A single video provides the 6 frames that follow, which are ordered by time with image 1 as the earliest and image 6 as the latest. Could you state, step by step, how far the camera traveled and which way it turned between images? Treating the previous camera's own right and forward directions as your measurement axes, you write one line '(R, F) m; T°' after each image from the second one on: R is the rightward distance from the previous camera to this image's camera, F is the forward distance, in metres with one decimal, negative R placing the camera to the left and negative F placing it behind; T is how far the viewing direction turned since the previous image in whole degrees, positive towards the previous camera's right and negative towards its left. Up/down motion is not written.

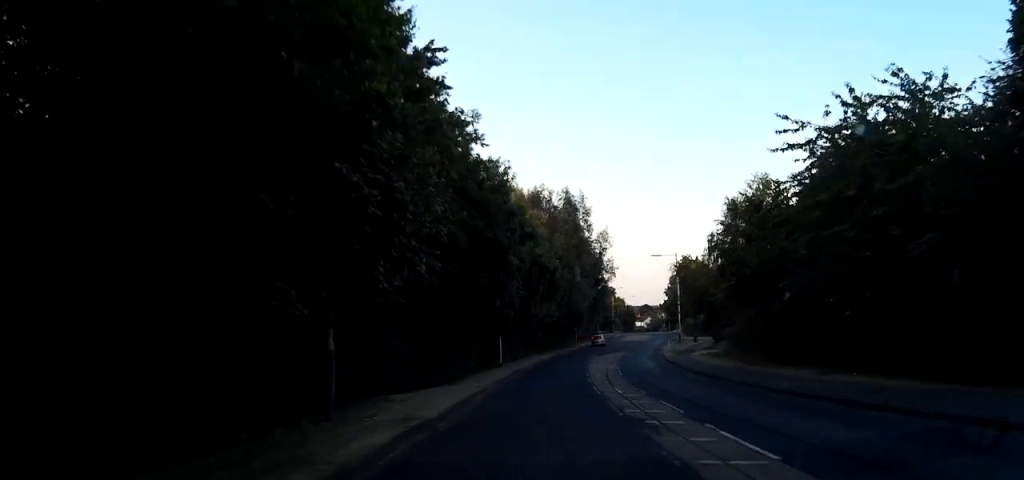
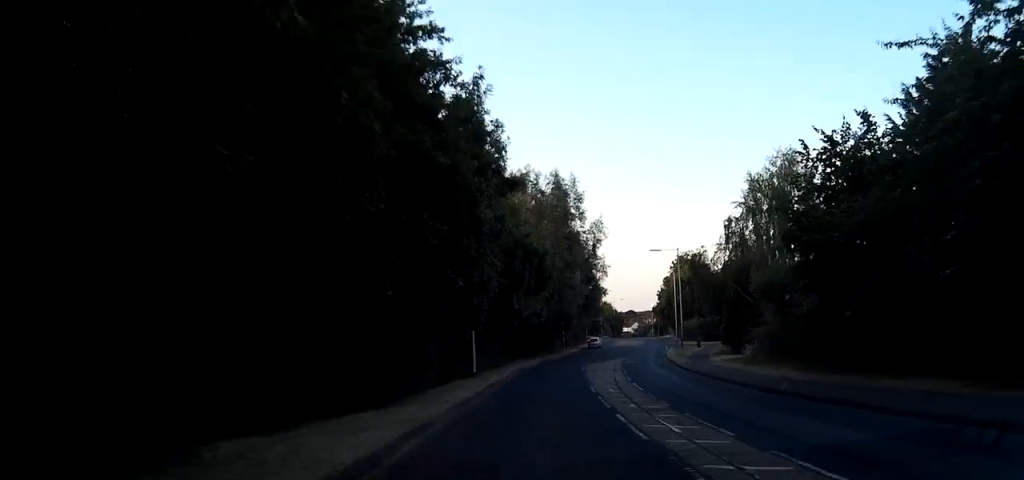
(+0.1, +9.3) m; +2°
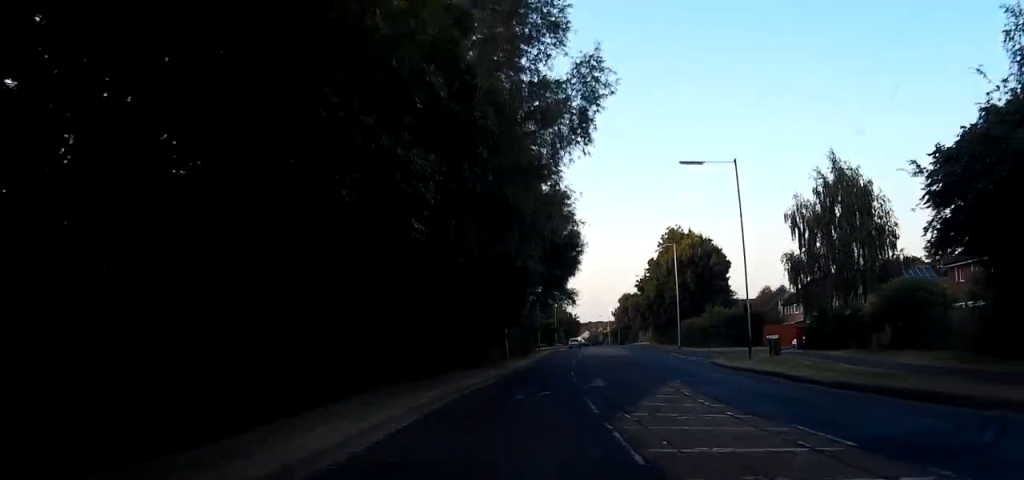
(+2.3, +38.8) m; +7°
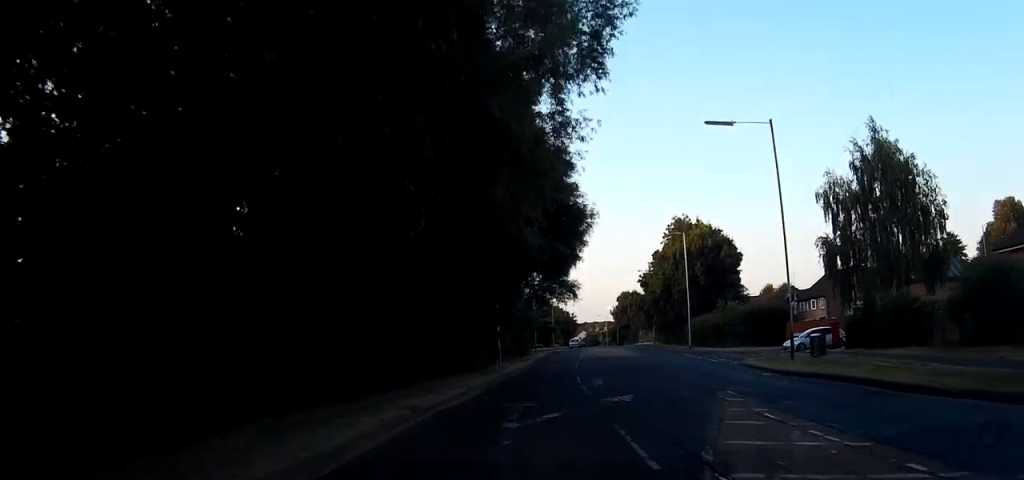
(+0.1, +6.8) m; +1°
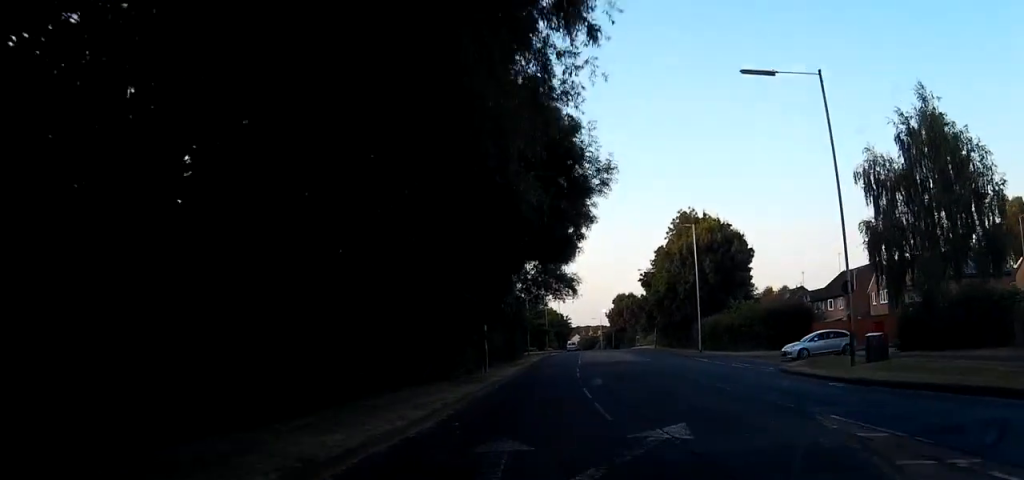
(+0.1, +6.8) m; +1°
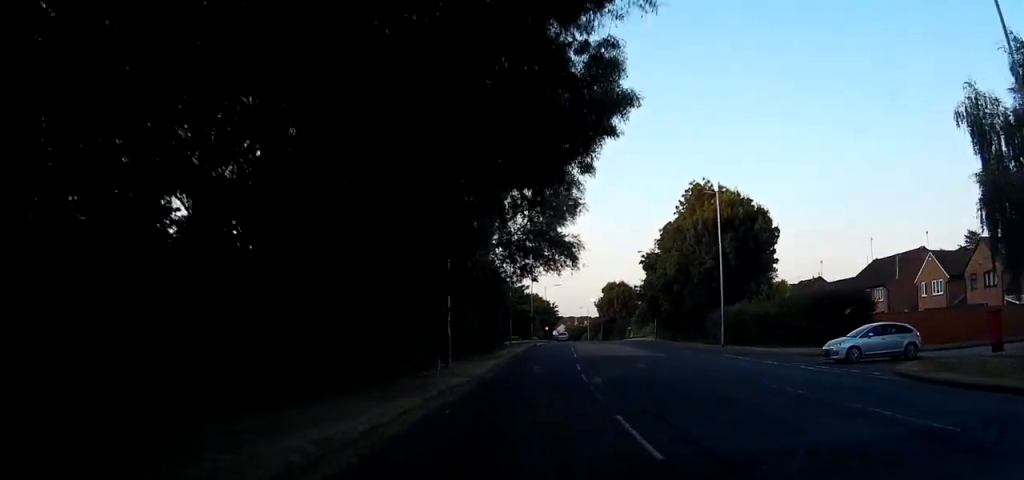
(0.0, +11.6) m; +2°
